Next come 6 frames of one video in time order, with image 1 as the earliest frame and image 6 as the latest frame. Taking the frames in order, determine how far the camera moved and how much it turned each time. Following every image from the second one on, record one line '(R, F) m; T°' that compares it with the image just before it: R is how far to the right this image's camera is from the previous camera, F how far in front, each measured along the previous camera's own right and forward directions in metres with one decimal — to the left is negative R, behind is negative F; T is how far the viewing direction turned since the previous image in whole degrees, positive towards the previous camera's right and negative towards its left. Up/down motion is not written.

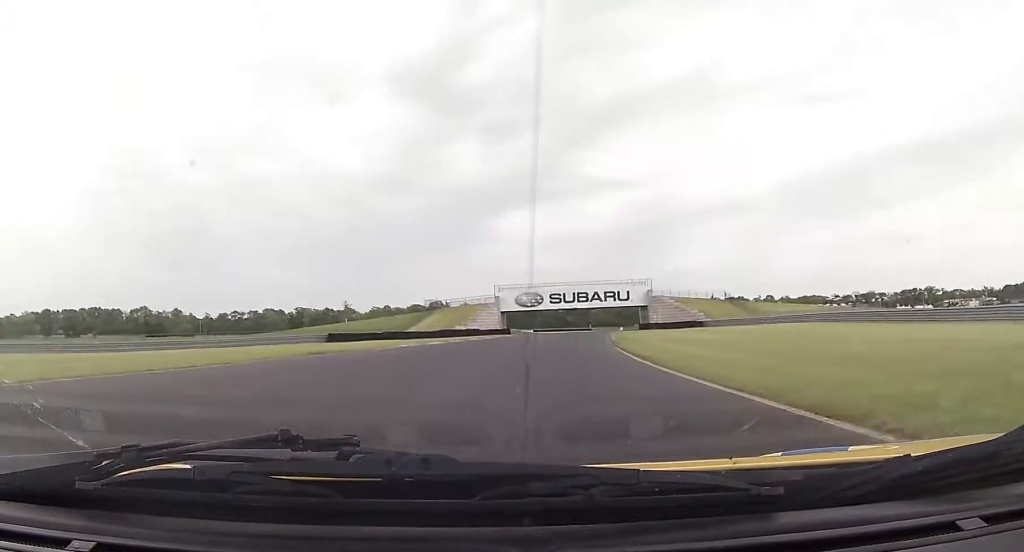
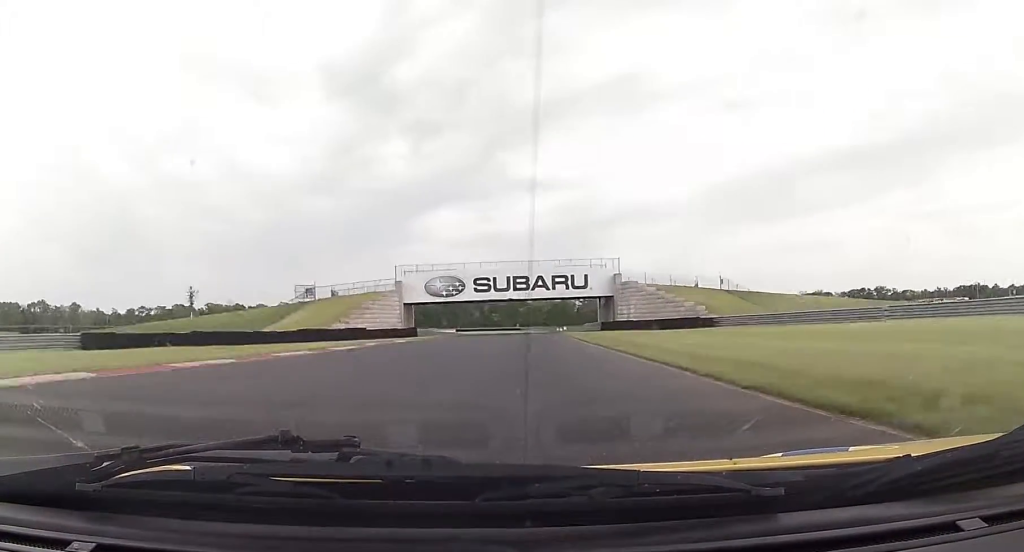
(+1.9, +35.1) m; +5°
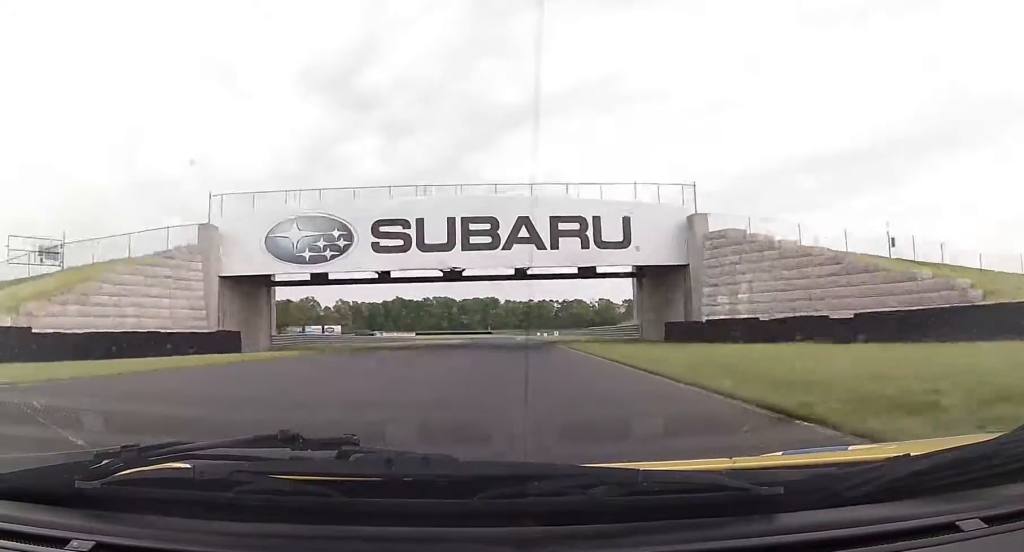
(+1.4, +45.6) m; +2°
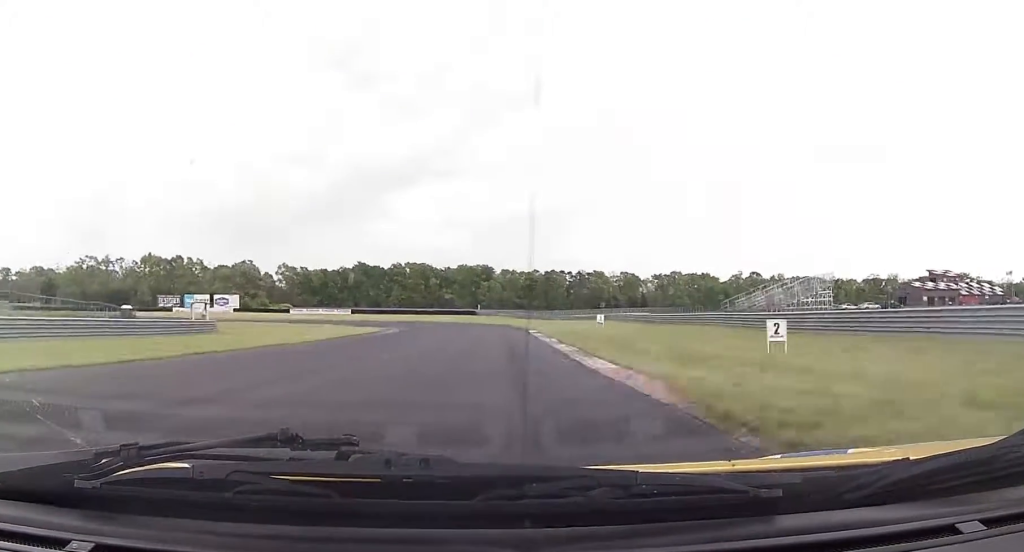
(+1.3, +96.9) m; +1°
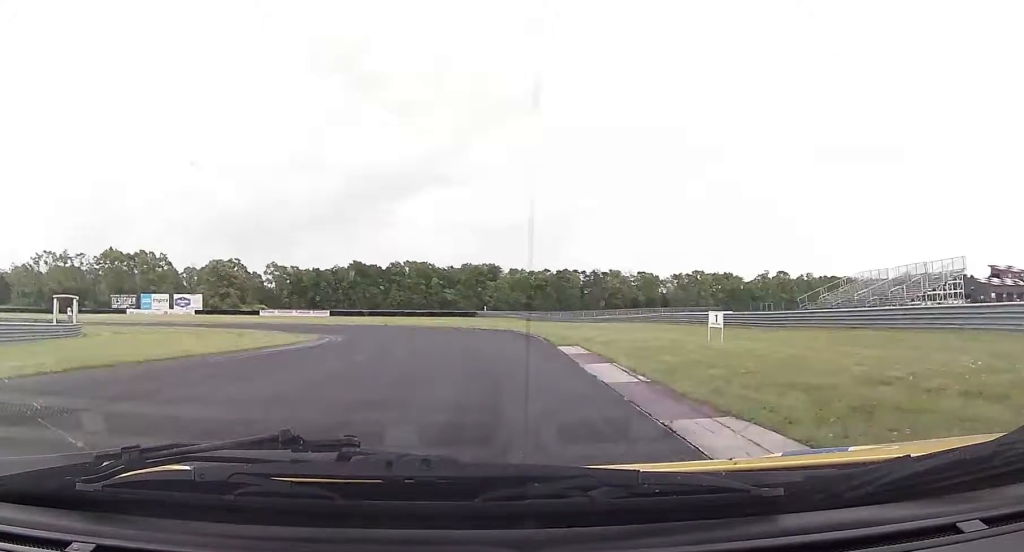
(-0.4, +23.2) m; -6°
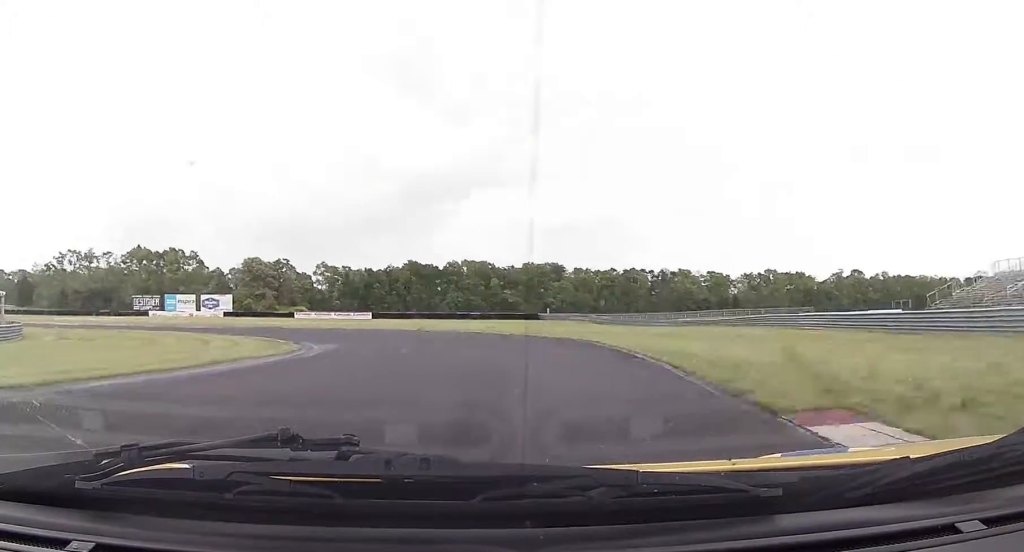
(-1.1, +14.3) m; -8°
